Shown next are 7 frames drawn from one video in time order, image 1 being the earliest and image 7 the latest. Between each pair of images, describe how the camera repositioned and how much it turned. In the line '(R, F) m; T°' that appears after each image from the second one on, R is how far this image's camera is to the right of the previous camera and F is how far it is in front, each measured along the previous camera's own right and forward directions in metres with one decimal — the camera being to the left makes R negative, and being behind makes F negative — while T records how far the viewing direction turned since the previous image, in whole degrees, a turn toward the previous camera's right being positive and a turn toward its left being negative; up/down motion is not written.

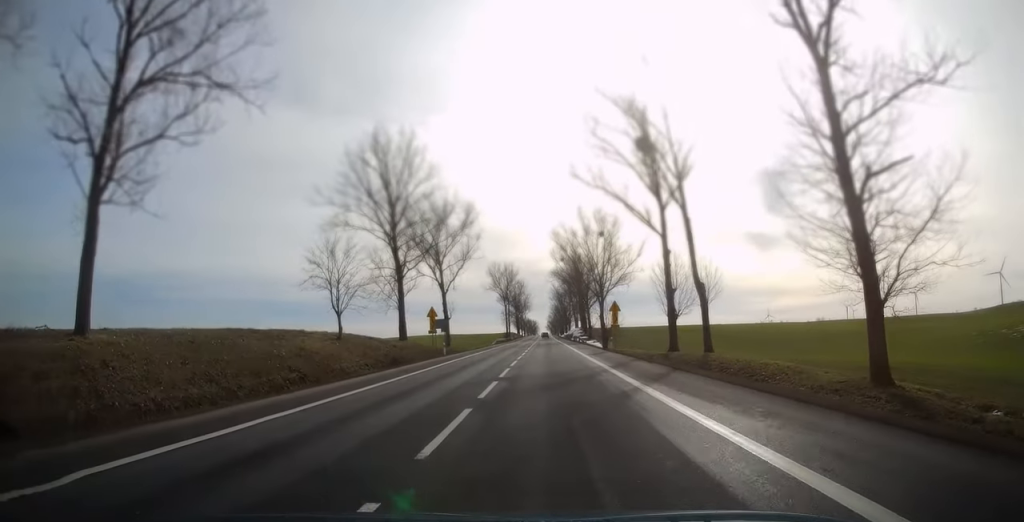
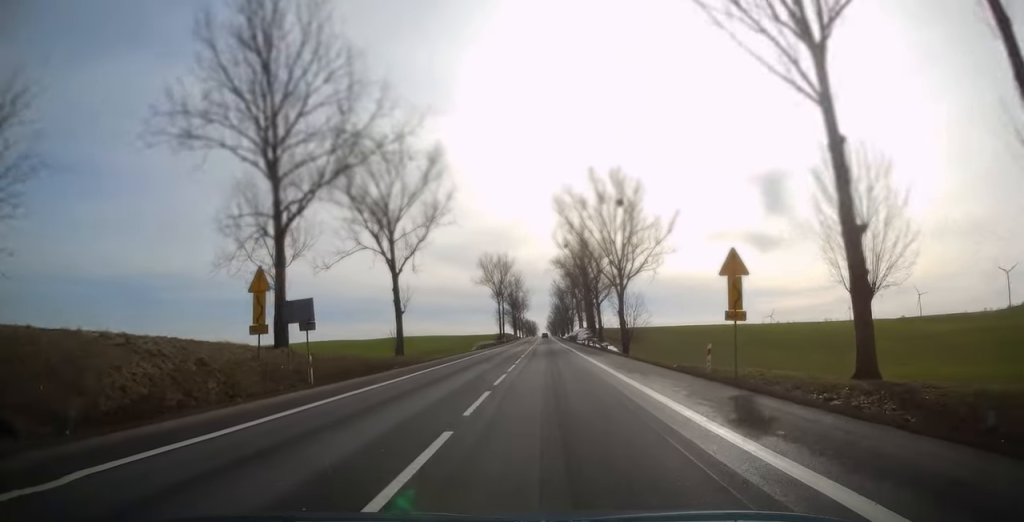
(0.0, +26.7) m; 0°
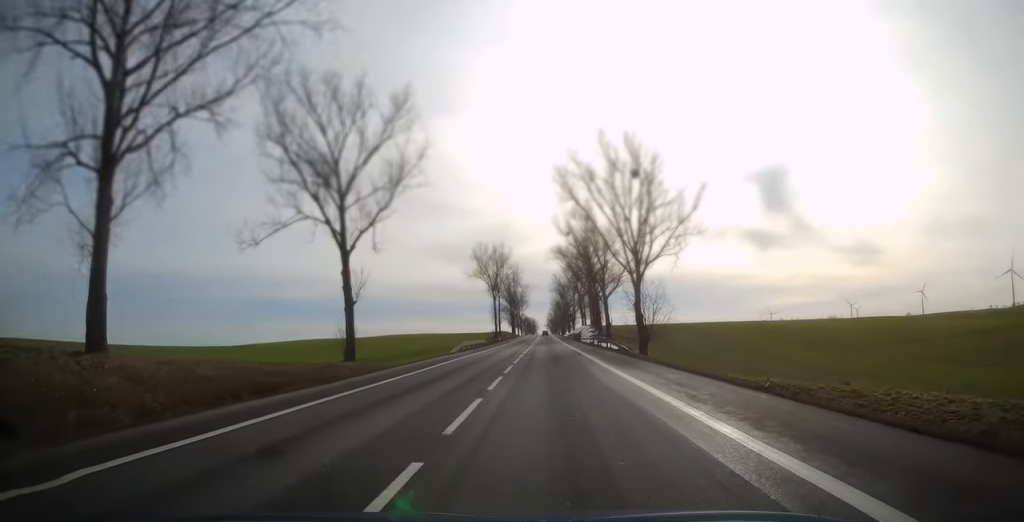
(0.0, +14.0) m; 0°
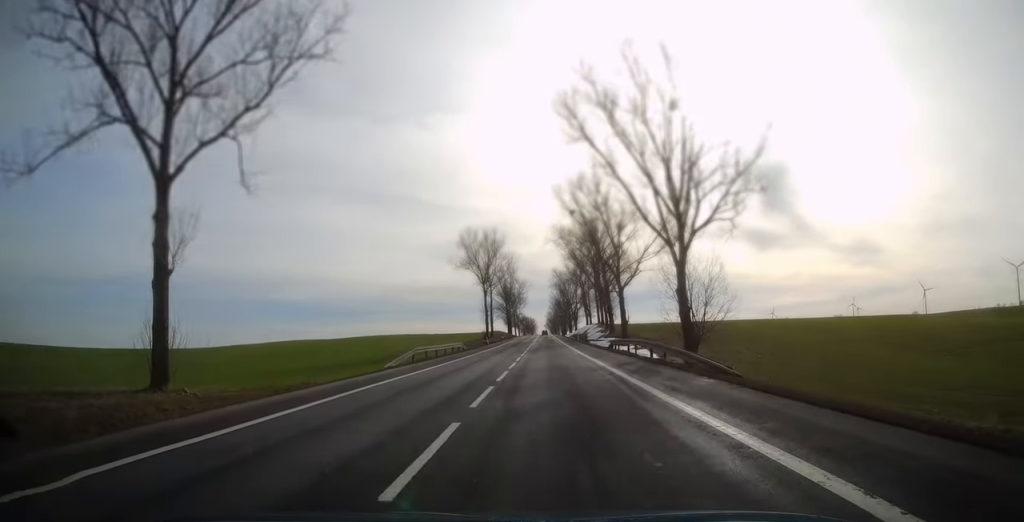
(0.0, +21.2) m; 0°
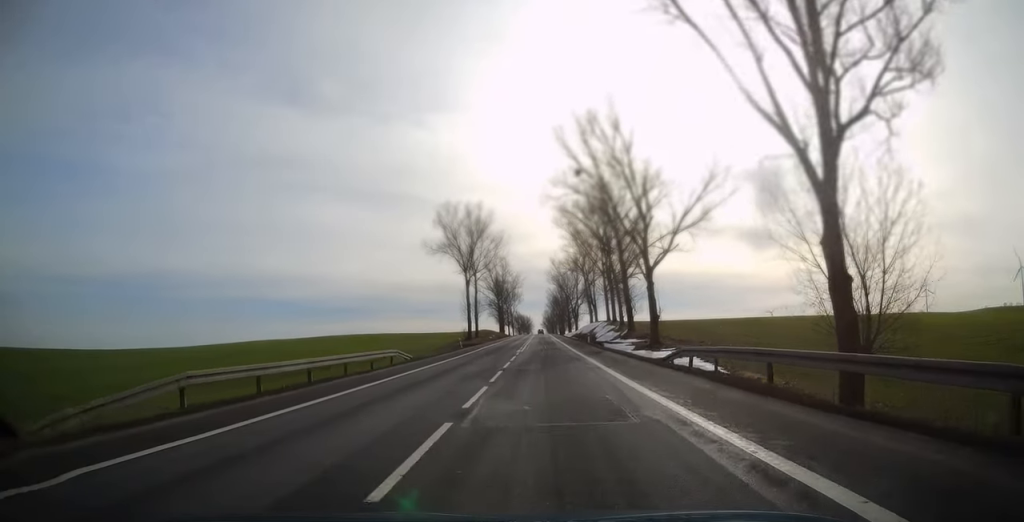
(0.0, +24.2) m; 0°
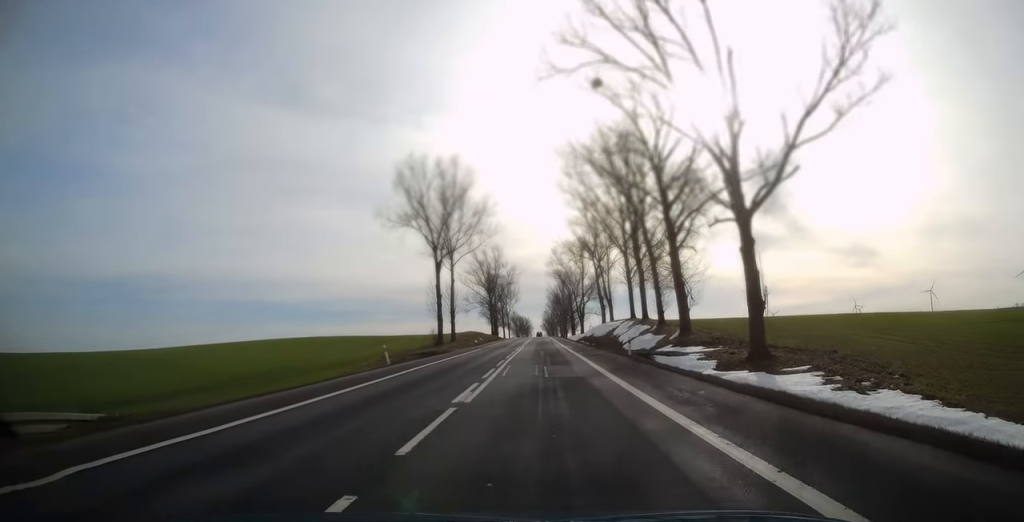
(+0.2, +28.1) m; 0°
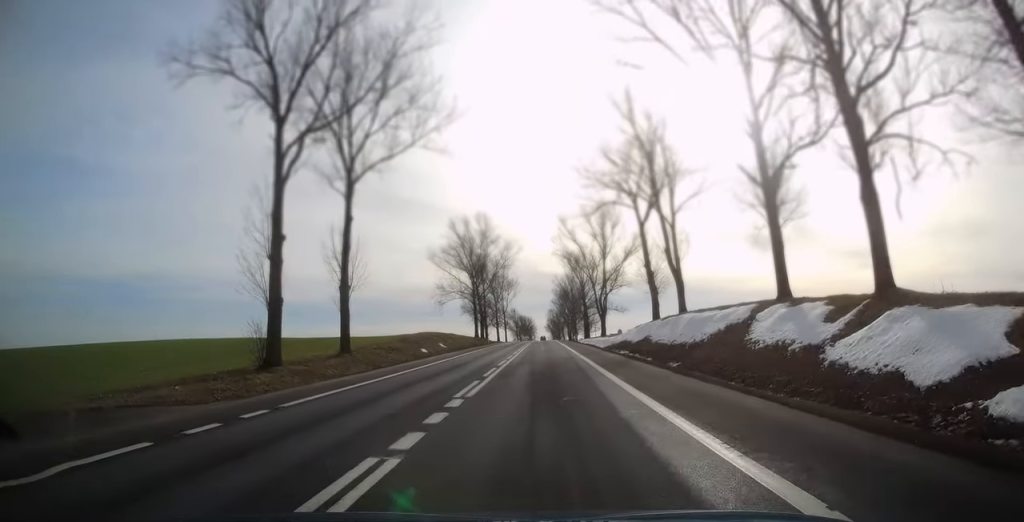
(-0.1, +45.9) m; 0°
